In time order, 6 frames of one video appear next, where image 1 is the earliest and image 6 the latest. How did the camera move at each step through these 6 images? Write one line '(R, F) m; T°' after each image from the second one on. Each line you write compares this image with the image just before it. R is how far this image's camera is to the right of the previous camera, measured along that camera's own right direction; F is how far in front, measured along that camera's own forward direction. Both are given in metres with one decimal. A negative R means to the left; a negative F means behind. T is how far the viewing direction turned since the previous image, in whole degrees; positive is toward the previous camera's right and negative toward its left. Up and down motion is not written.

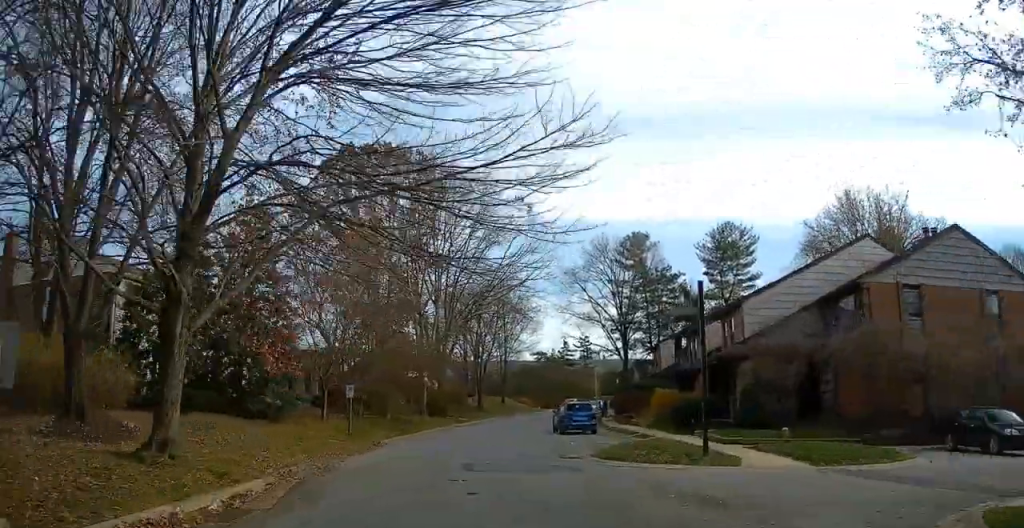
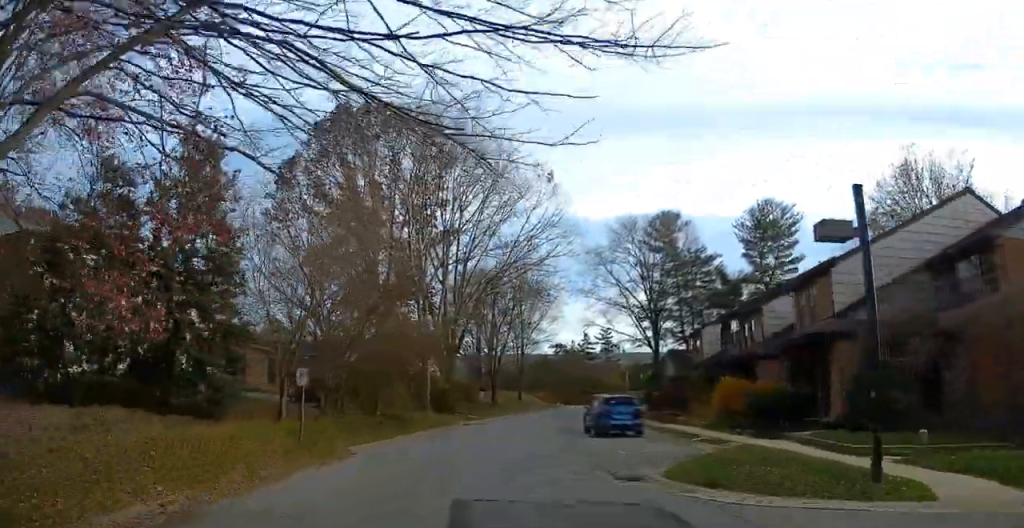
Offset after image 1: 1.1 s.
(+0.1, +7.8) m; +3°
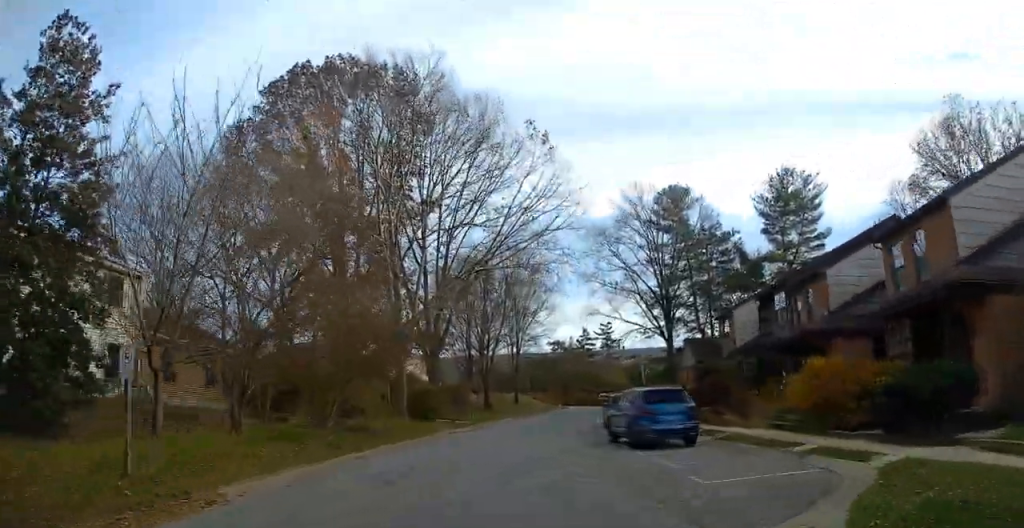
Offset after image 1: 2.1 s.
(+0.3, +8.6) m; +3°
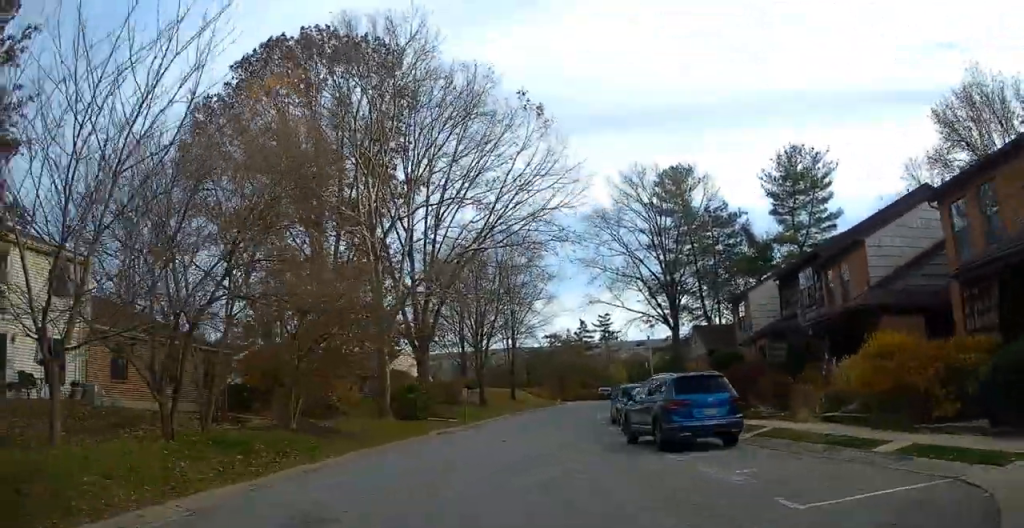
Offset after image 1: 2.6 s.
(0.0, +4.1) m; 0°
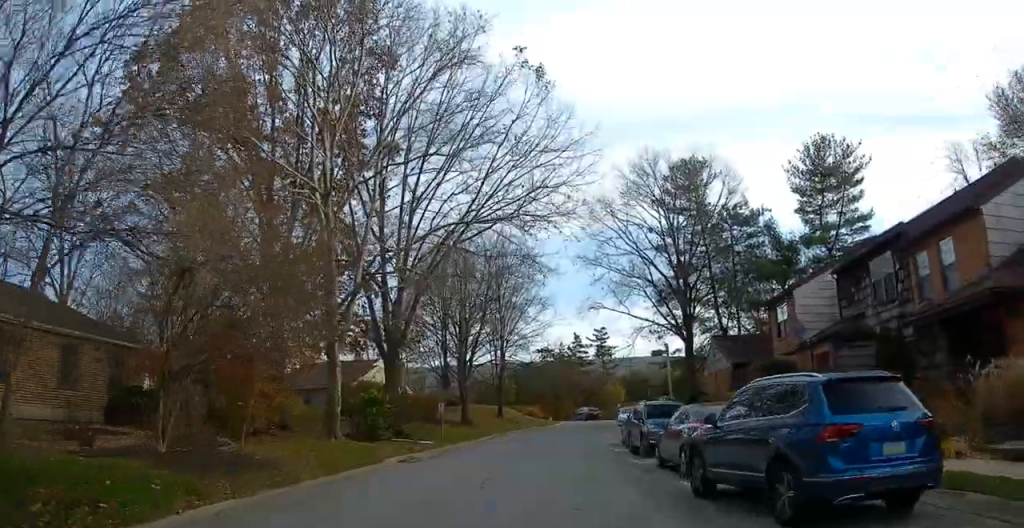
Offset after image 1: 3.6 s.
(0.0, +7.7) m; 0°
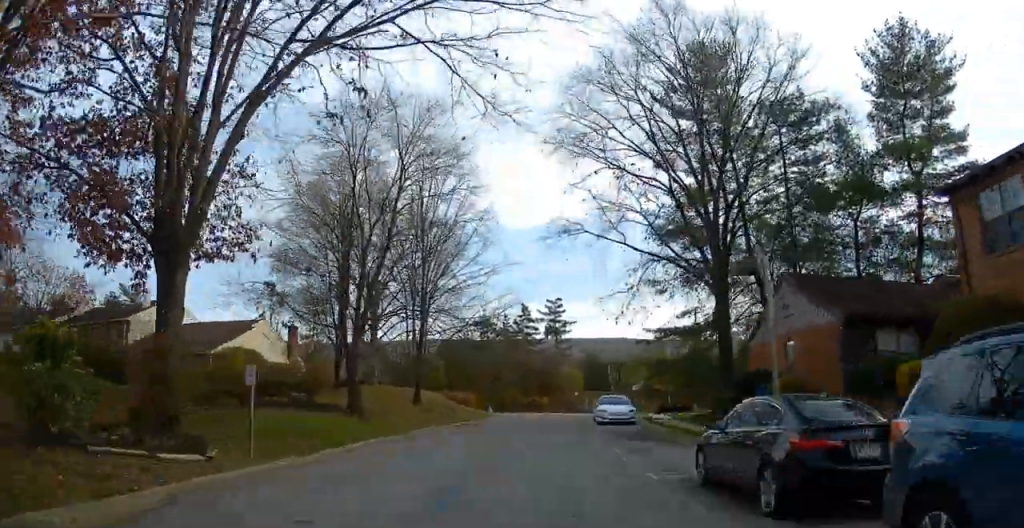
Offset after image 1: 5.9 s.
(0.0, +20.3) m; 0°
